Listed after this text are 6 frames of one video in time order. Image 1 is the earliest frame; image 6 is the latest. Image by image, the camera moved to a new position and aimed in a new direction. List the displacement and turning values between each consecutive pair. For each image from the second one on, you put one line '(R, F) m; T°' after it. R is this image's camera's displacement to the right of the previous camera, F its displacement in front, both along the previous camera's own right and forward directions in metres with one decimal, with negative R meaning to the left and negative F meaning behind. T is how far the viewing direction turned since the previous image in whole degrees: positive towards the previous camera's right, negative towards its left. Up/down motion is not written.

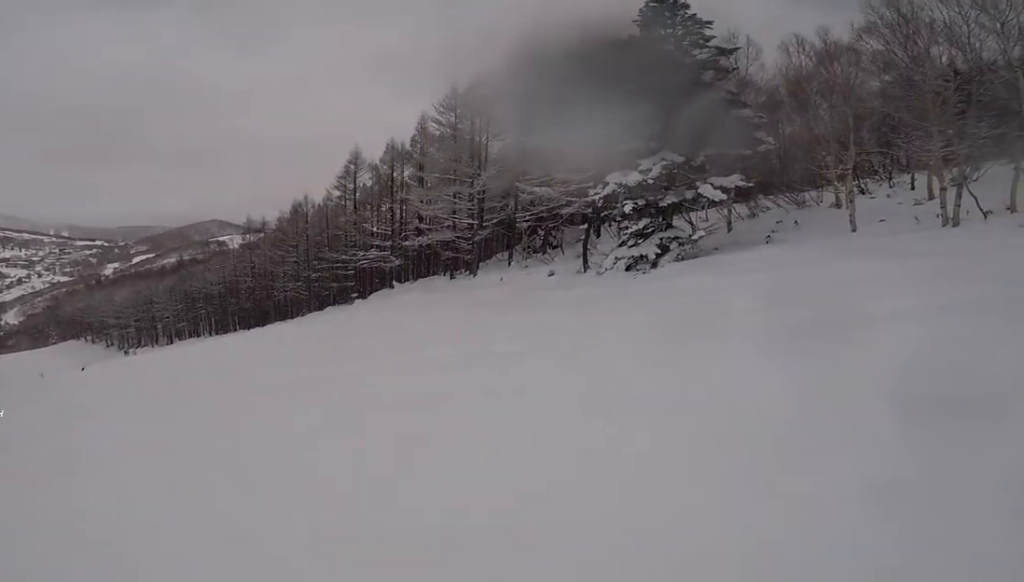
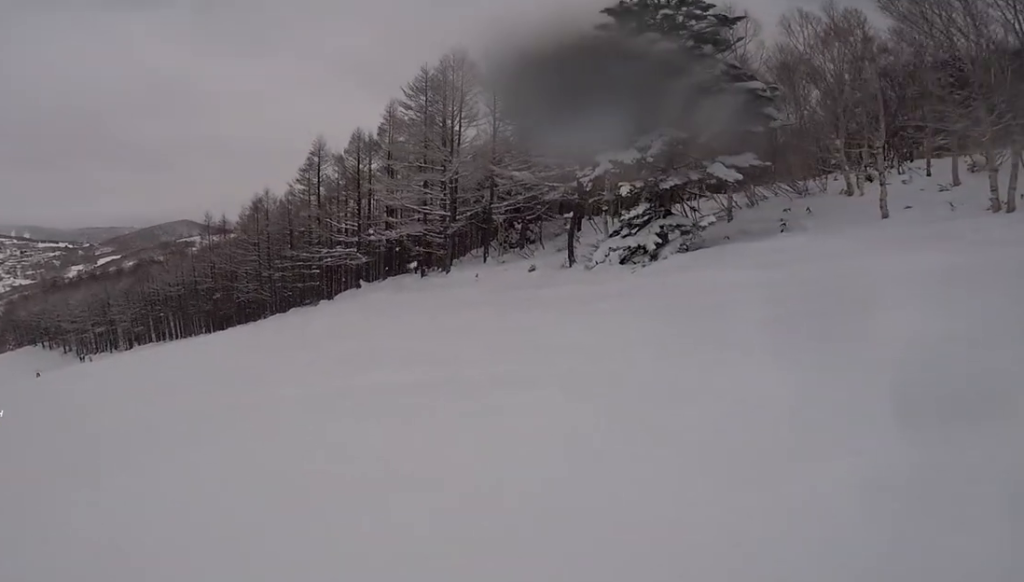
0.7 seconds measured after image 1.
(-0.5, +3.0) m; +11°
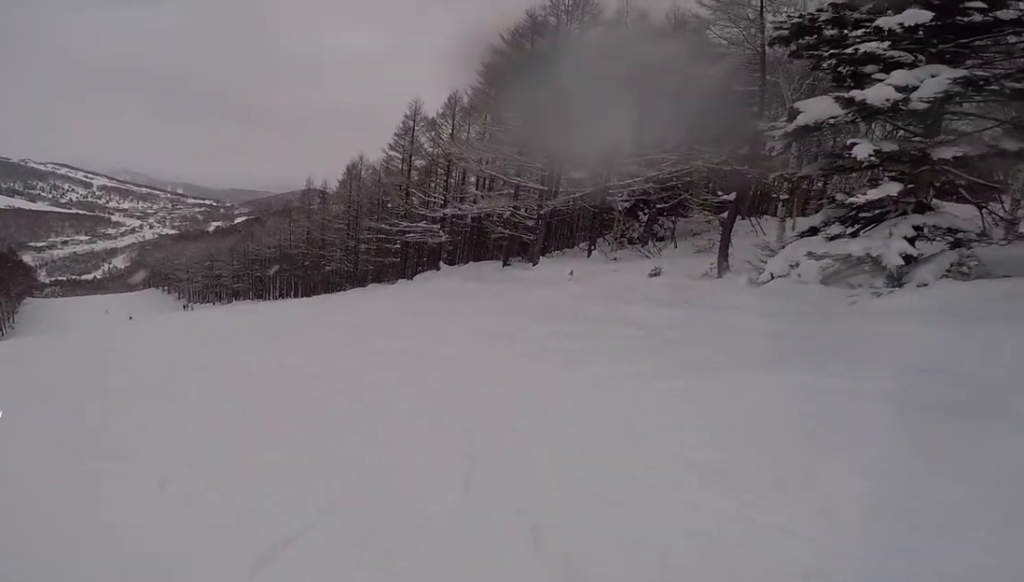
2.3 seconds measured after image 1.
(+0.5, +5.8) m; -29°
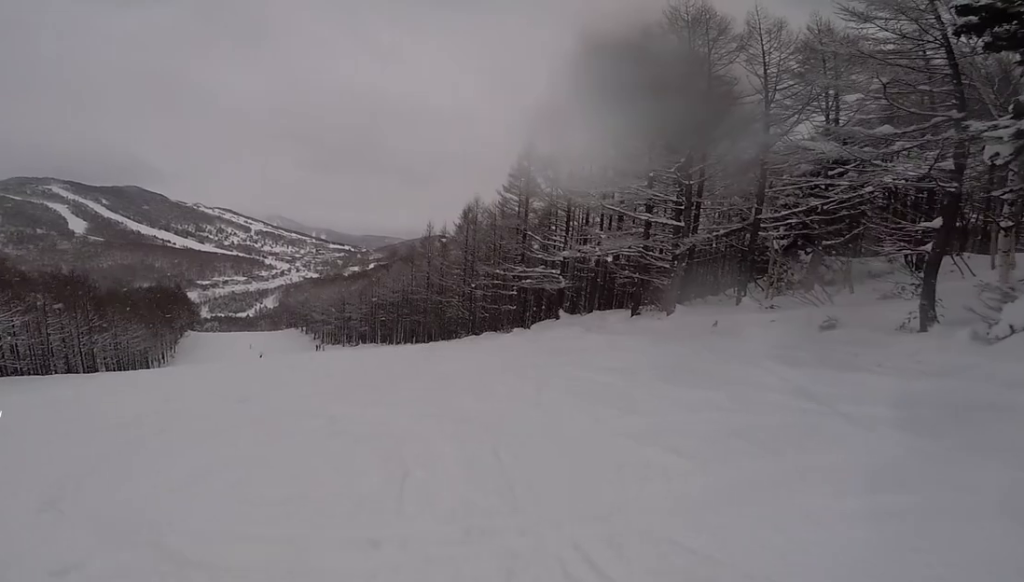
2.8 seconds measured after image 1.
(-0.8, +1.7) m; -23°
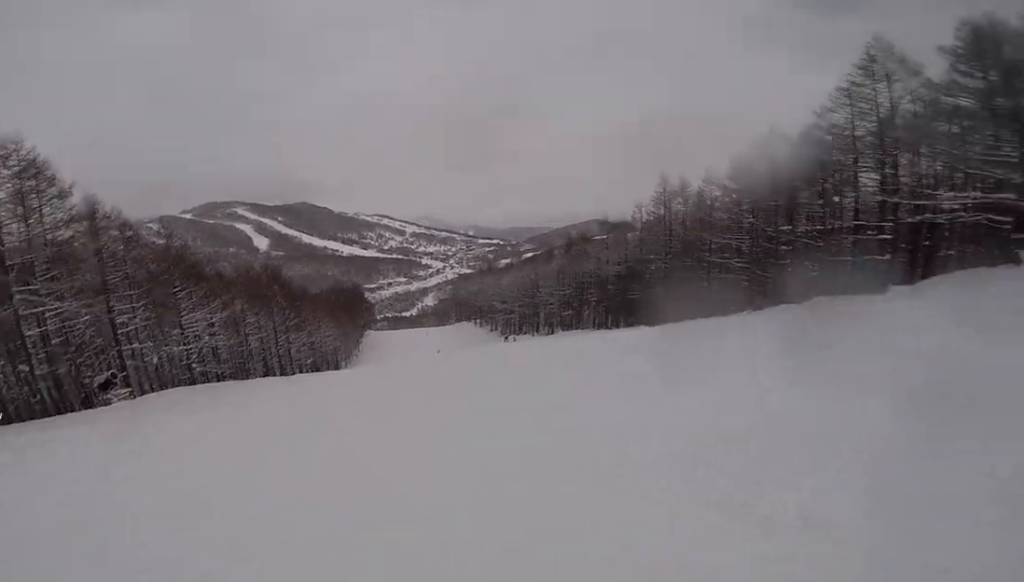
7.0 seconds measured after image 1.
(-9.4, +13.3) m; -5°
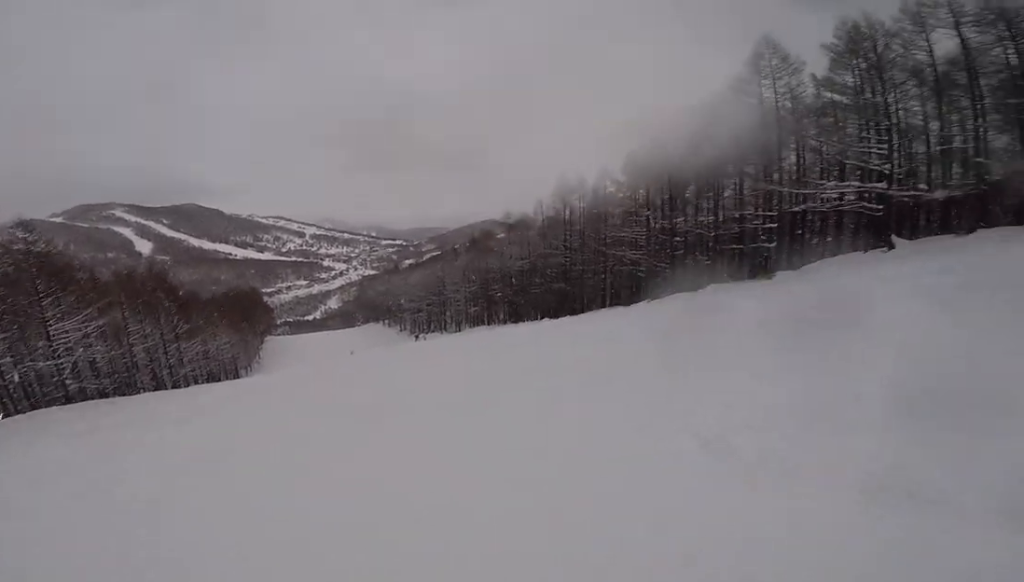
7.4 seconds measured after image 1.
(+0.8, +1.7) m; +14°
